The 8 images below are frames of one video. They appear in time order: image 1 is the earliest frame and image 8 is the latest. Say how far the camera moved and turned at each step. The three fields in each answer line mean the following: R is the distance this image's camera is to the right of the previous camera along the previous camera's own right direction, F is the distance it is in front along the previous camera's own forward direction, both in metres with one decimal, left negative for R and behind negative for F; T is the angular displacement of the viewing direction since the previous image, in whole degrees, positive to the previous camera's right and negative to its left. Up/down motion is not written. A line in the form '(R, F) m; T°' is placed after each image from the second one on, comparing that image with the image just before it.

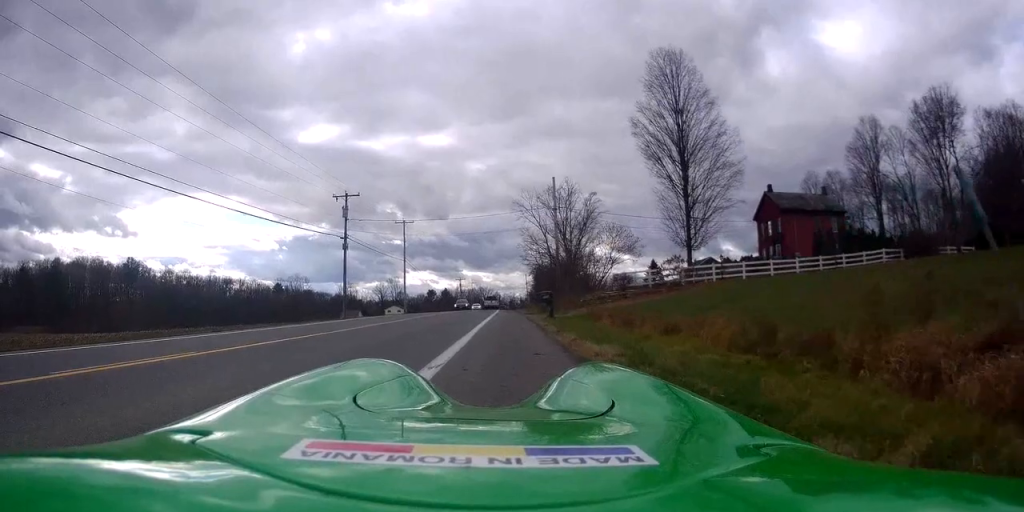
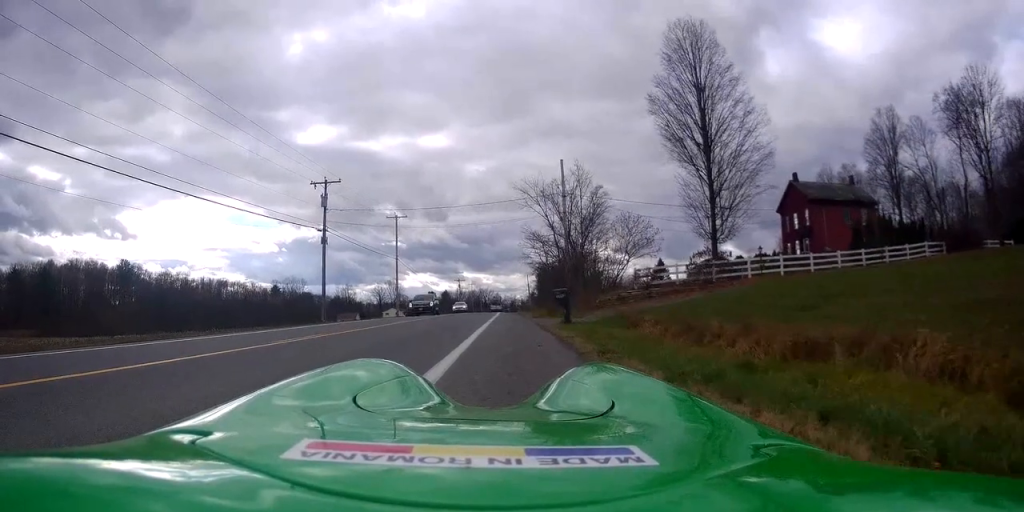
(+0.3, +6.0) m; +1°
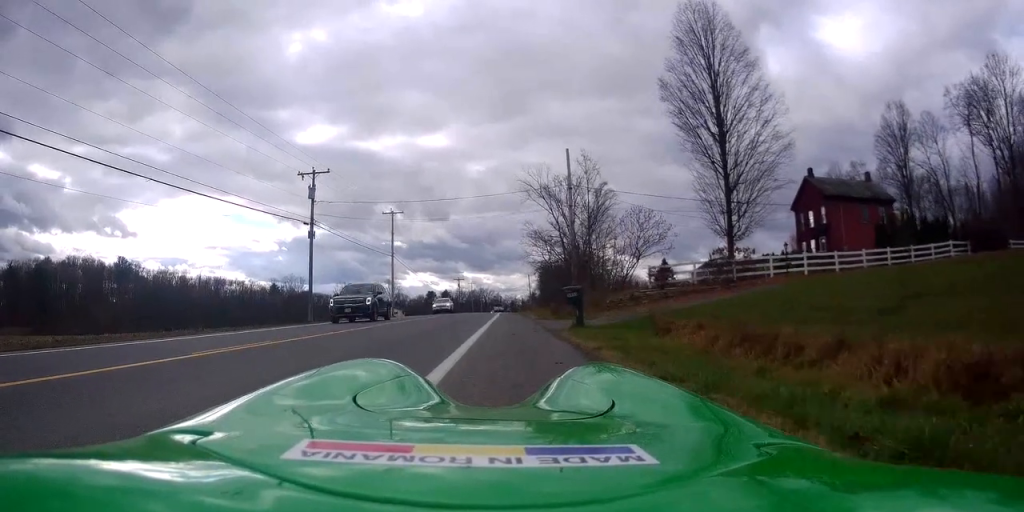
(-0.1, +3.1) m; -2°
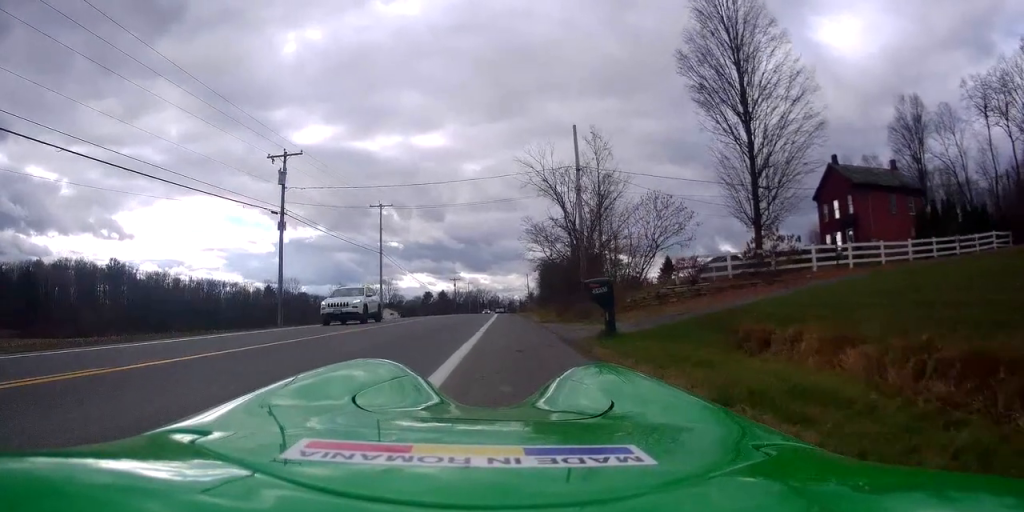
(-0.2, +5.0) m; -1°
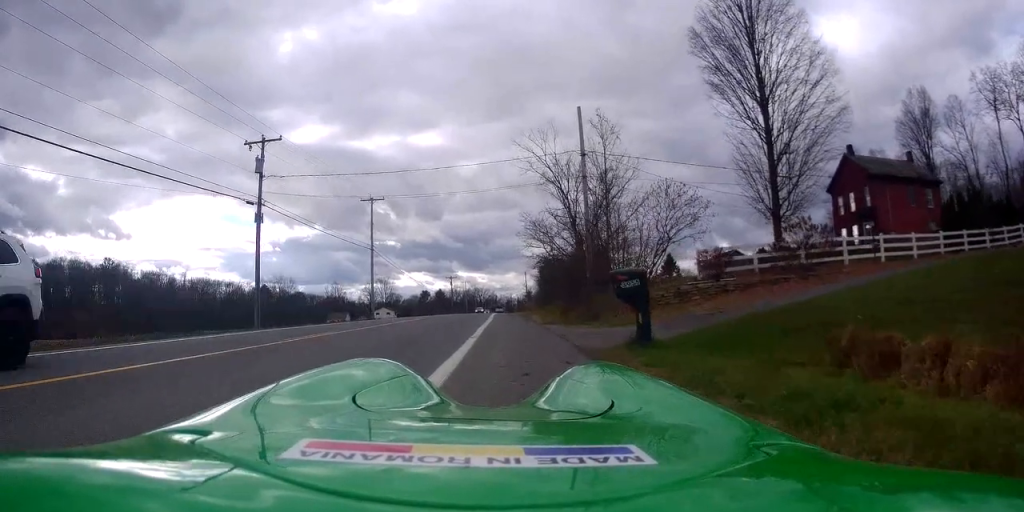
(-0.1, +3.1) m; +3°
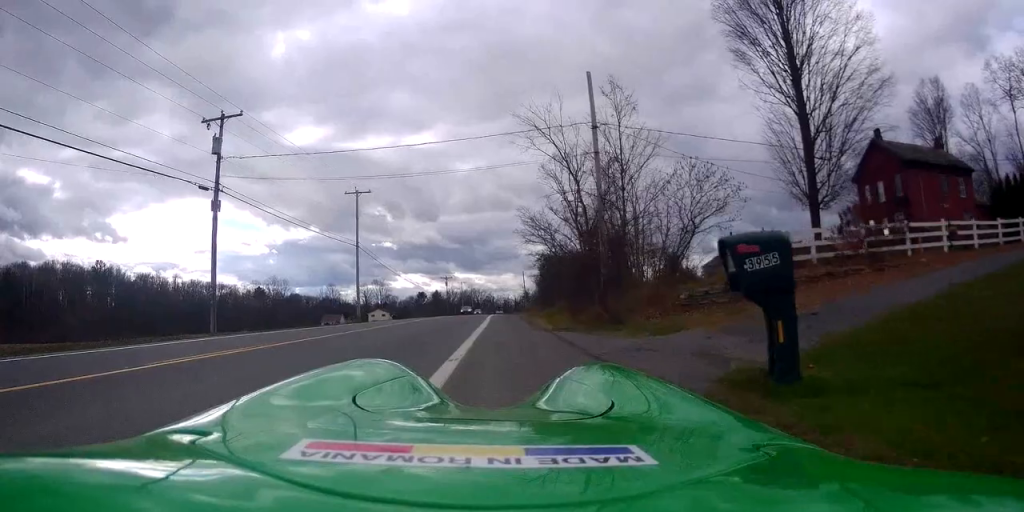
(+0.3, +4.8) m; +3°
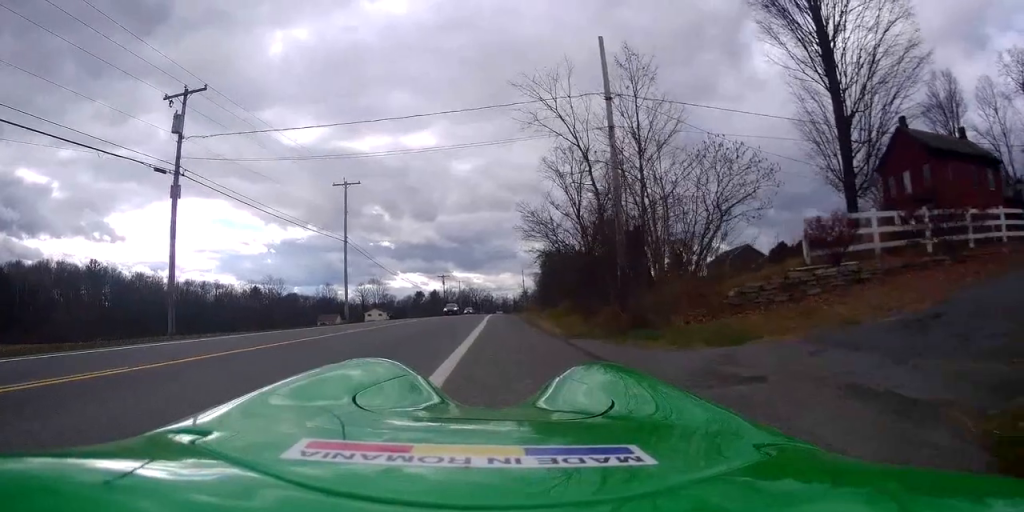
(-0.1, +3.8) m; +2°
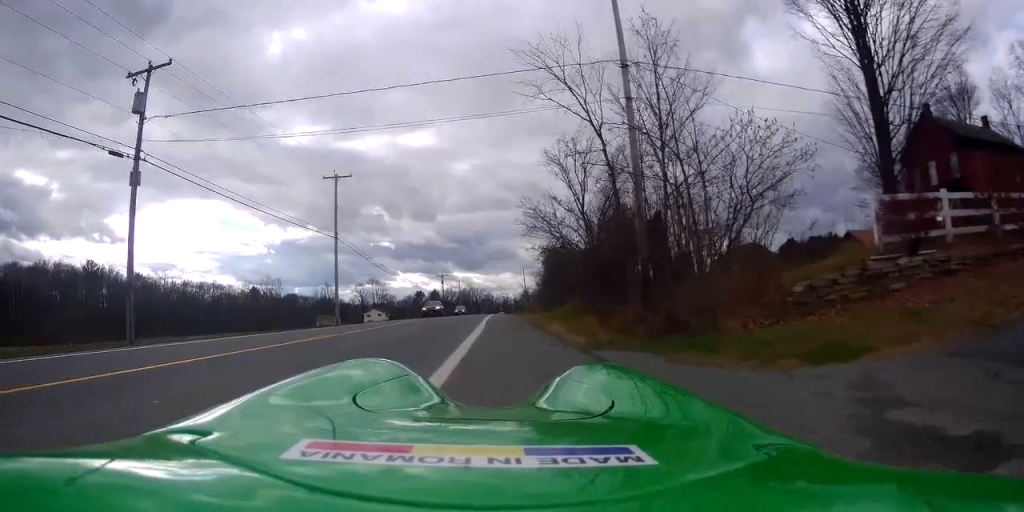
(+0.3, +3.2) m; +2°
